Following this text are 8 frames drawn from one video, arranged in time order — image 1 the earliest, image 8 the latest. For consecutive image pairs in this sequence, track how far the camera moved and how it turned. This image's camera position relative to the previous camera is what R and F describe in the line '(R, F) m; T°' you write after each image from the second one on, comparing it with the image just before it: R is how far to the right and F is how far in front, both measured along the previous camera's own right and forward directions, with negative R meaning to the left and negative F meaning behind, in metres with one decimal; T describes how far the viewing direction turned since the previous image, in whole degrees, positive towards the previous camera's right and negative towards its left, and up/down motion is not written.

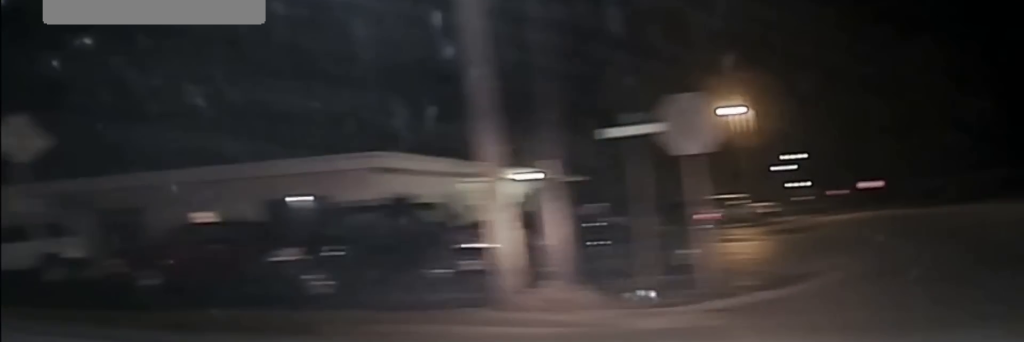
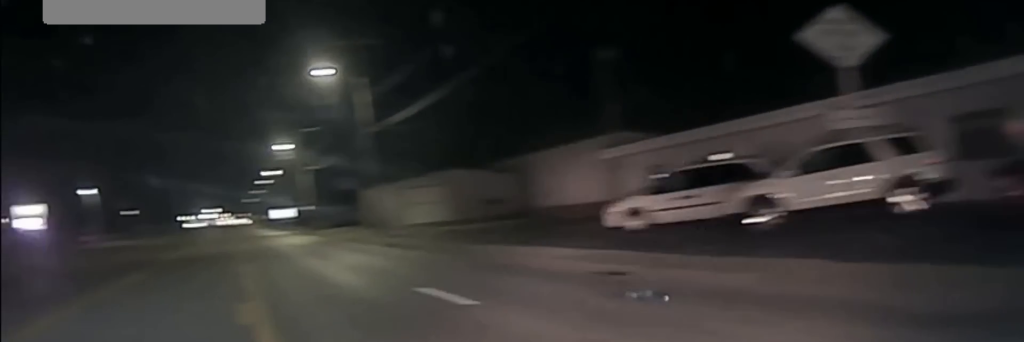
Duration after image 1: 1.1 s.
(-2.6, +8.3) m; -23°
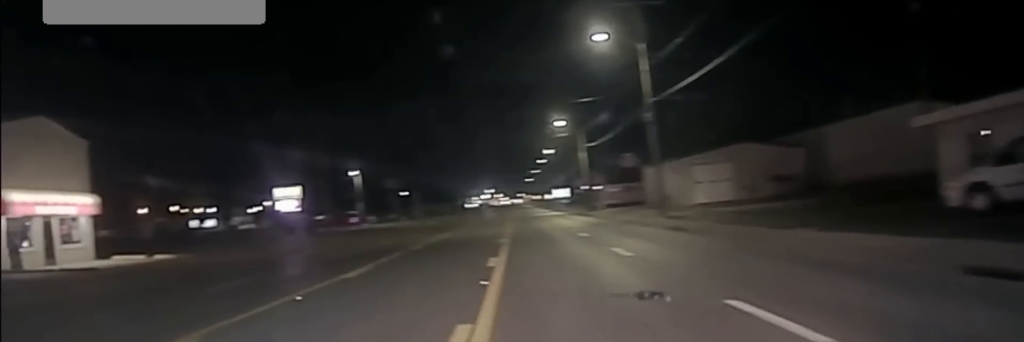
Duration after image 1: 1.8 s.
(-0.4, +6.4) m; -5°
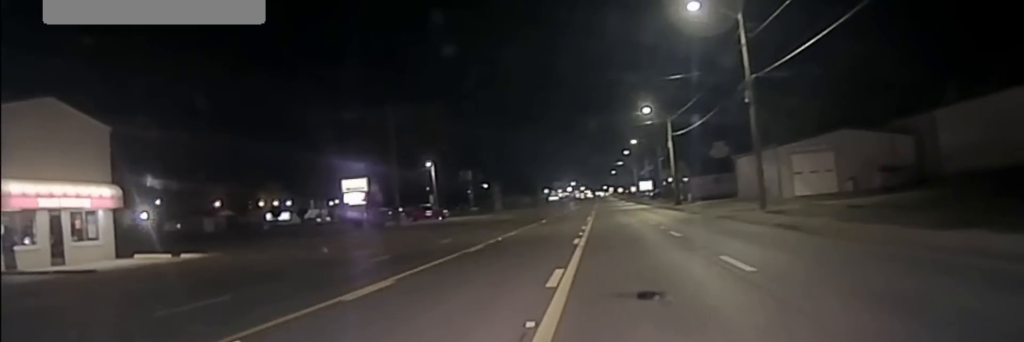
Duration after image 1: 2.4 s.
(-0.3, +7.1) m; 0°
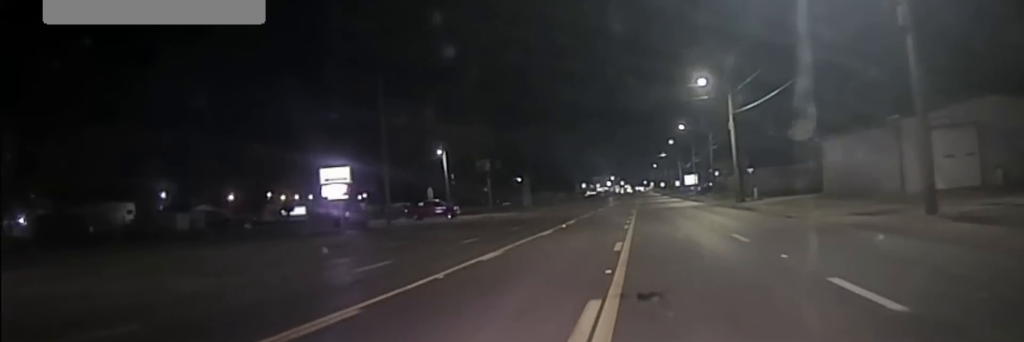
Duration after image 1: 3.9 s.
(+0.5, +17.6) m; +2°
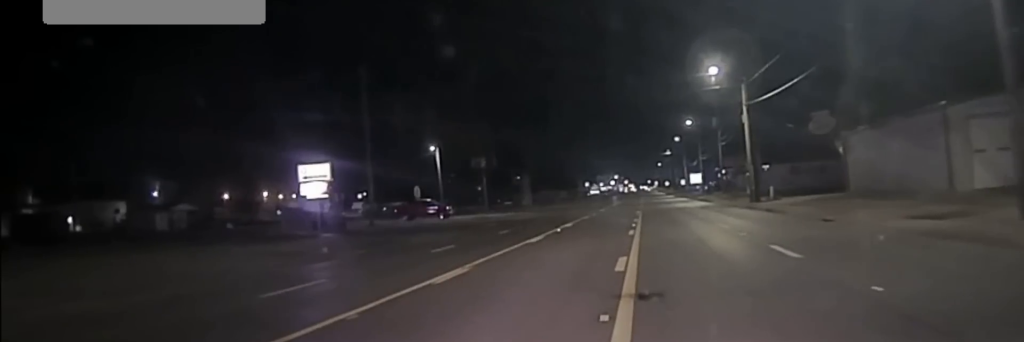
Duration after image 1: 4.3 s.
(+0.1, +5.1) m; -1°
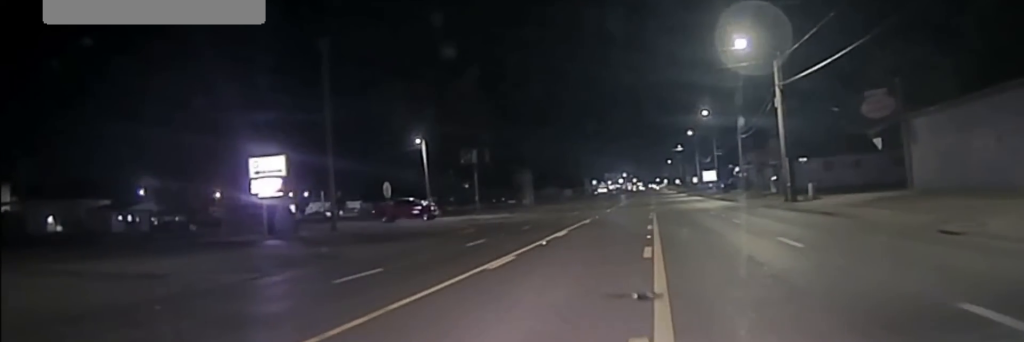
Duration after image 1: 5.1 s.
(-0.2, +9.3) m; -3°
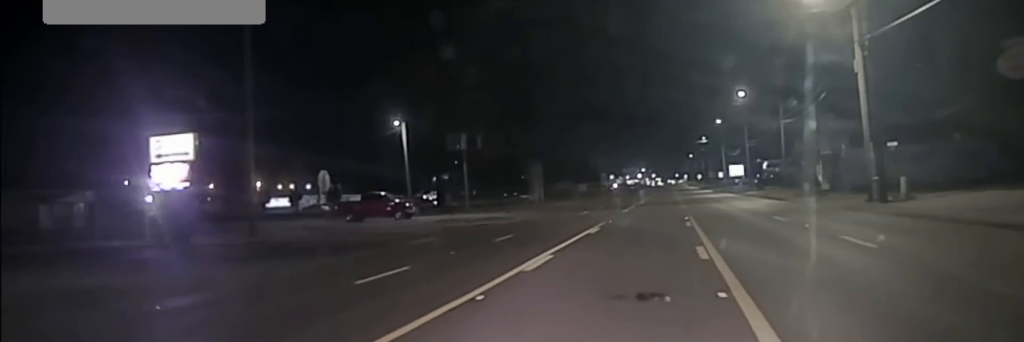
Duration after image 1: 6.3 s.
(-0.4, +12.0) m; -1°
